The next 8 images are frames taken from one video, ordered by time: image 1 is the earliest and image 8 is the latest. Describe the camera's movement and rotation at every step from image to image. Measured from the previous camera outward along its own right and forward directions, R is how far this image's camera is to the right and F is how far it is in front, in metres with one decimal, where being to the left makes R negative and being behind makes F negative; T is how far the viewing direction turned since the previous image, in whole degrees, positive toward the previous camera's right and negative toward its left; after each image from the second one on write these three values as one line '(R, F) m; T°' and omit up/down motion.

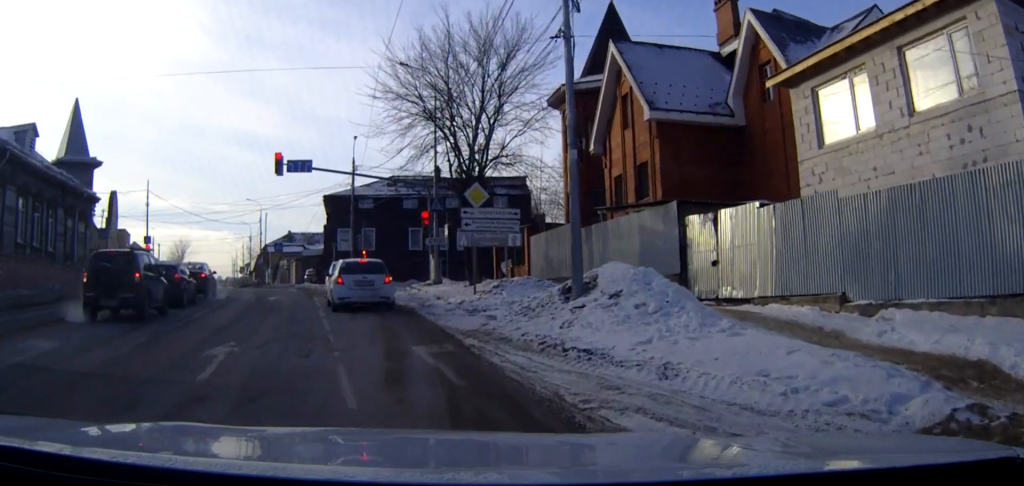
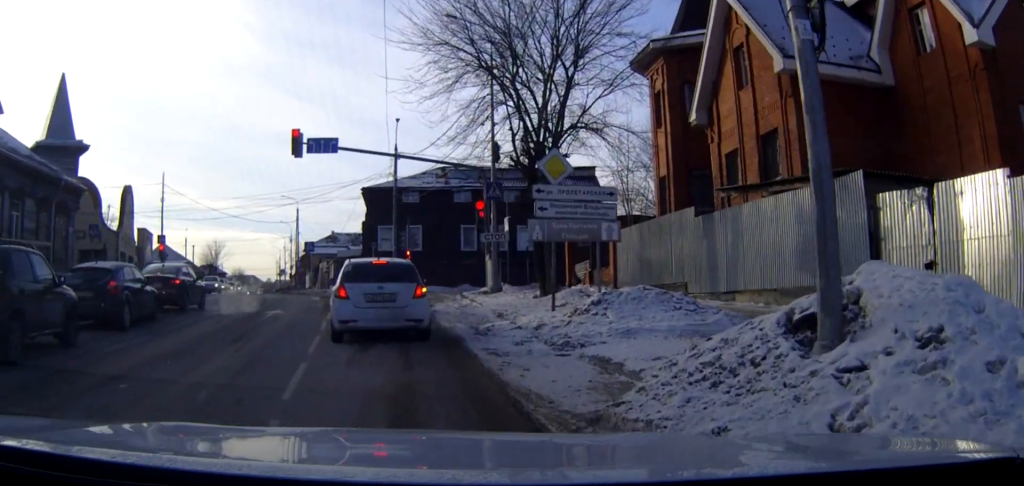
(0.0, +8.6) m; -2°
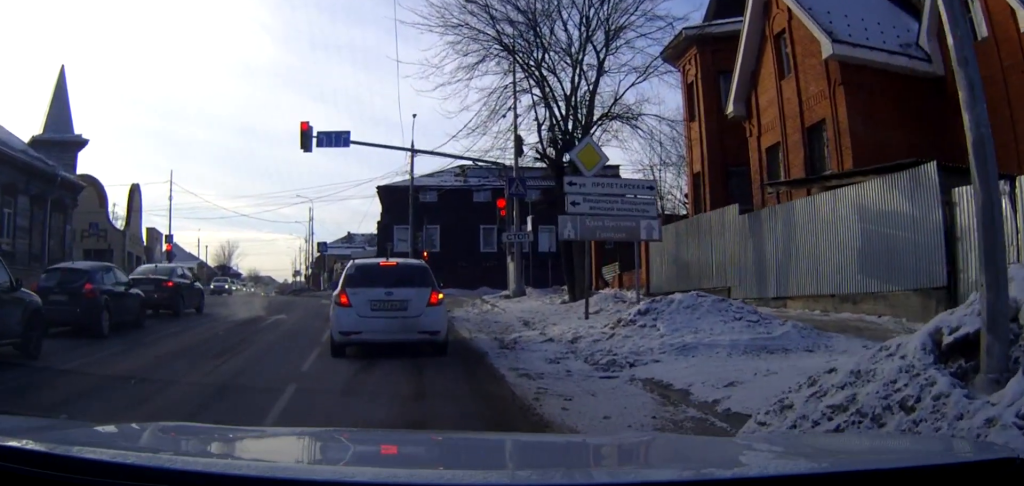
(0.0, +2.3) m; -2°
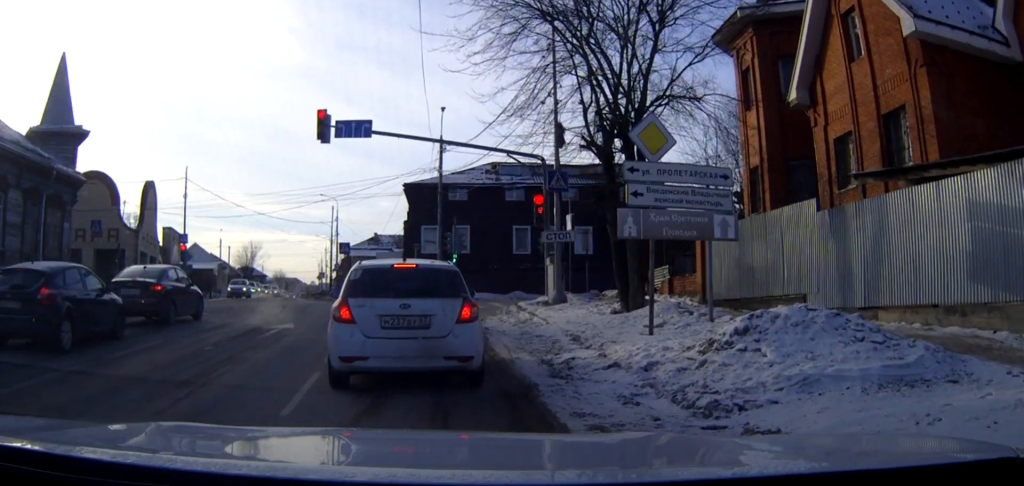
(-0.2, +3.9) m; -3°
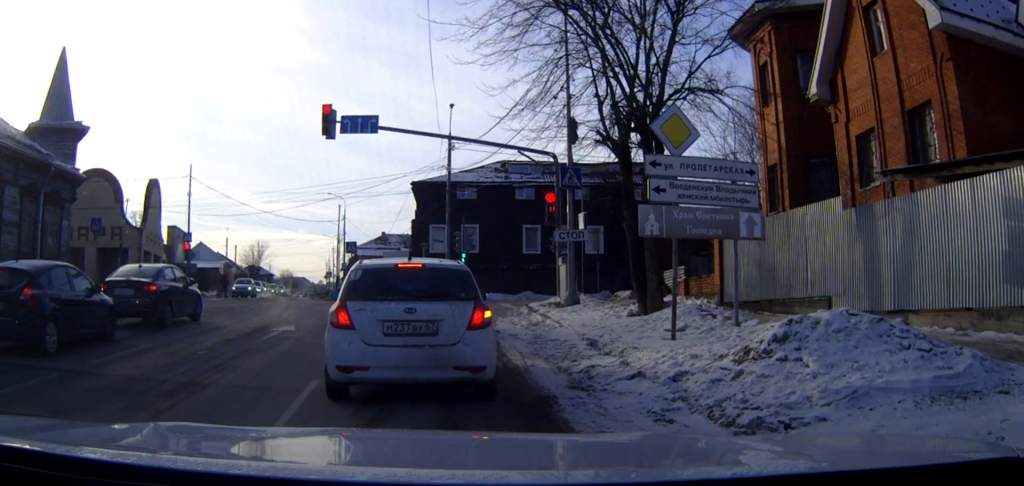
(0.0, +1.4) m; 0°
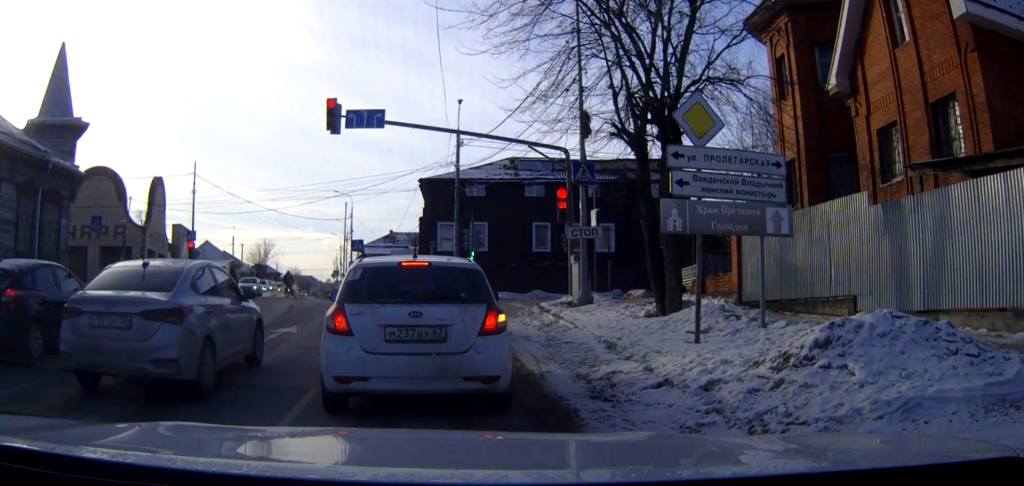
(0.0, +2.9) m; 0°
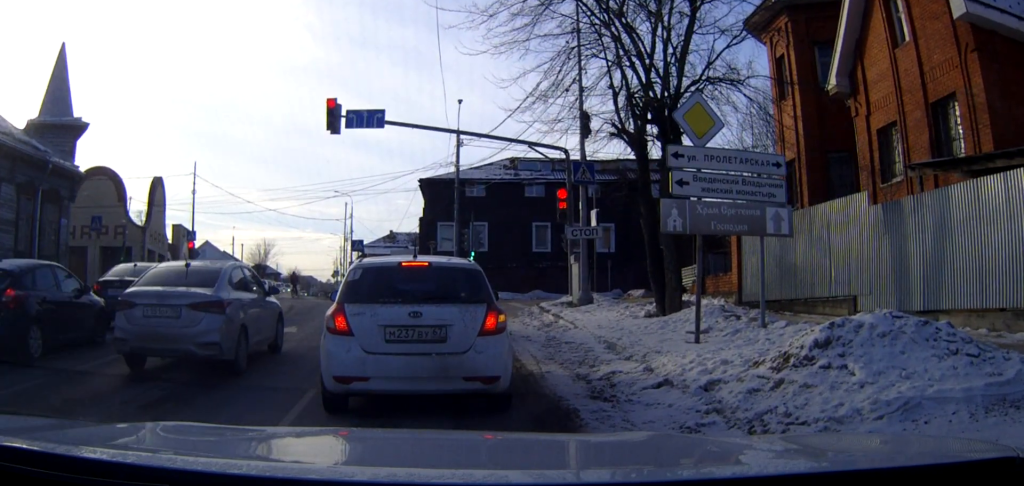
(0.0, +0.2) m; 0°
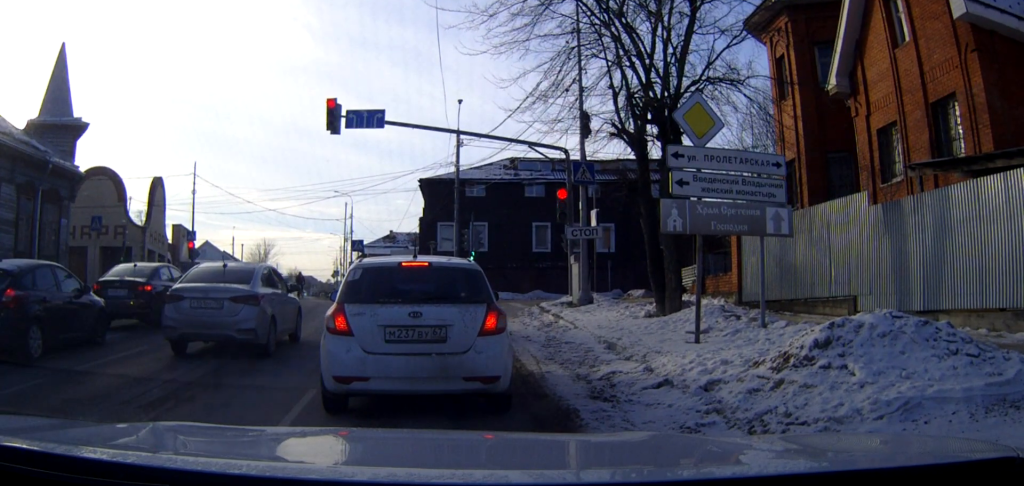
(0.0, +0.3) m; 0°
